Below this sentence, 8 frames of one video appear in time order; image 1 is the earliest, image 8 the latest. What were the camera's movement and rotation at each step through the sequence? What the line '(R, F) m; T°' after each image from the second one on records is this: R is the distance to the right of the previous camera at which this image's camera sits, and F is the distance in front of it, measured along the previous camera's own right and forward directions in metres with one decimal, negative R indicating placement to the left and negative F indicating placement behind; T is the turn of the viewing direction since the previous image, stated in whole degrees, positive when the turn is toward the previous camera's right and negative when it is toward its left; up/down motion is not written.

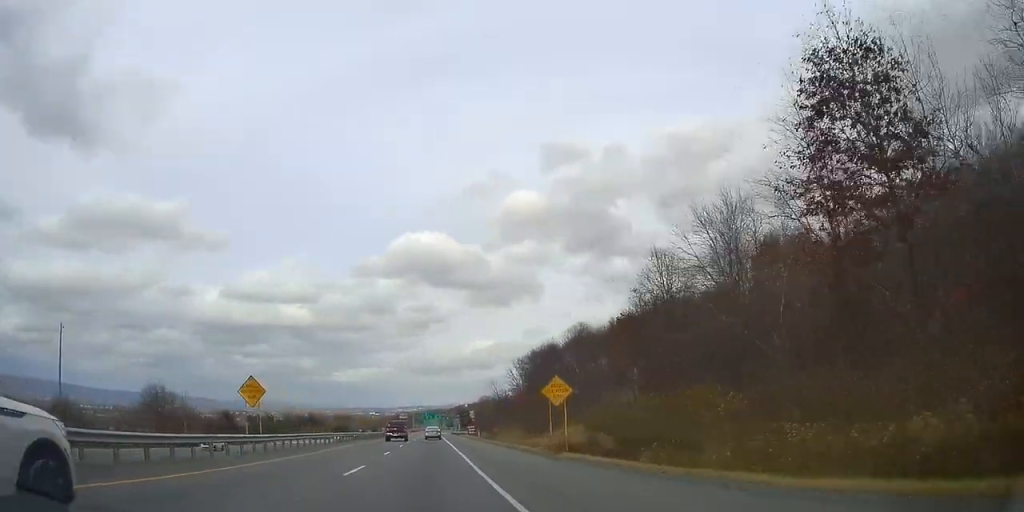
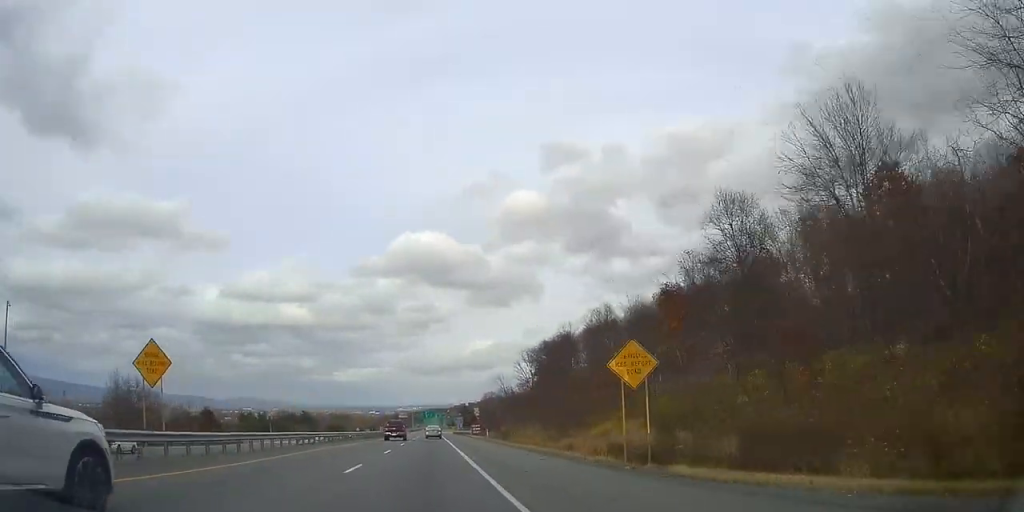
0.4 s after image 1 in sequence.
(+0.1, +11.9) m; 0°
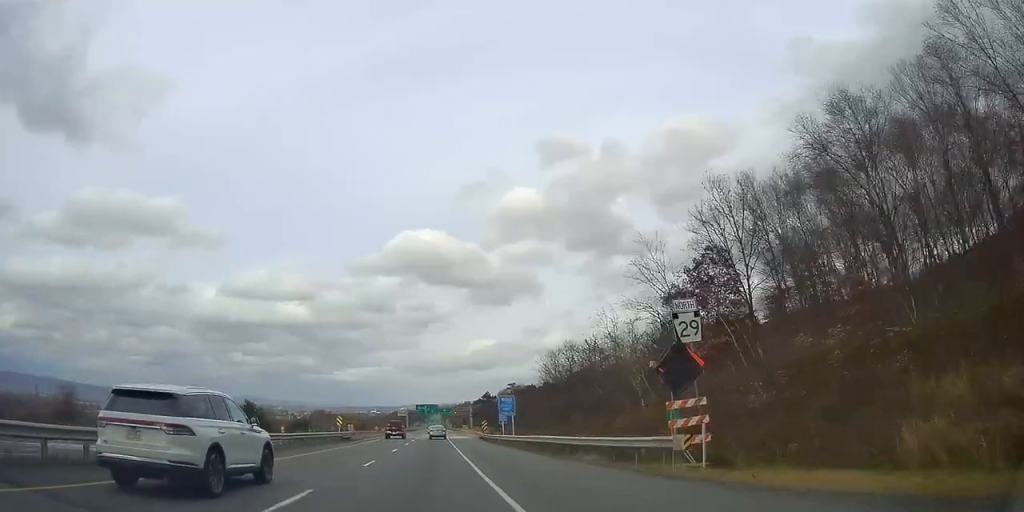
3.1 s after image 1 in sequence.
(-0.5, +81.1) m; 0°
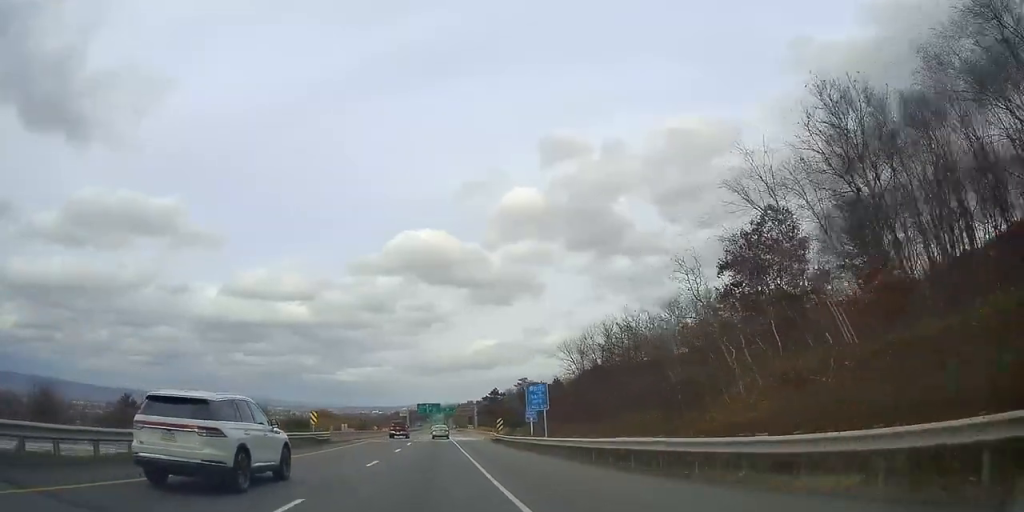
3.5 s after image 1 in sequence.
(0.0, +12.4) m; 0°
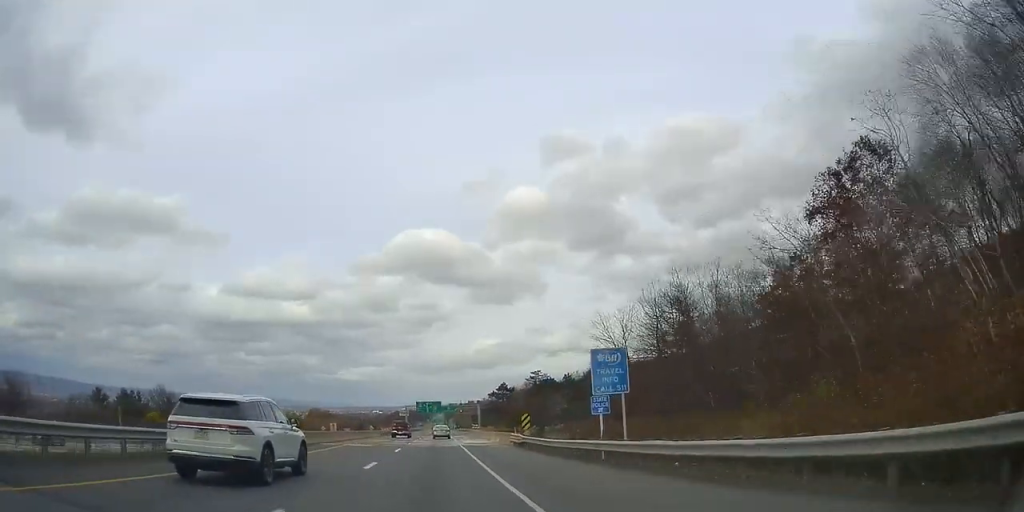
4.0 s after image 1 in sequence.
(0.0, +14.0) m; 0°
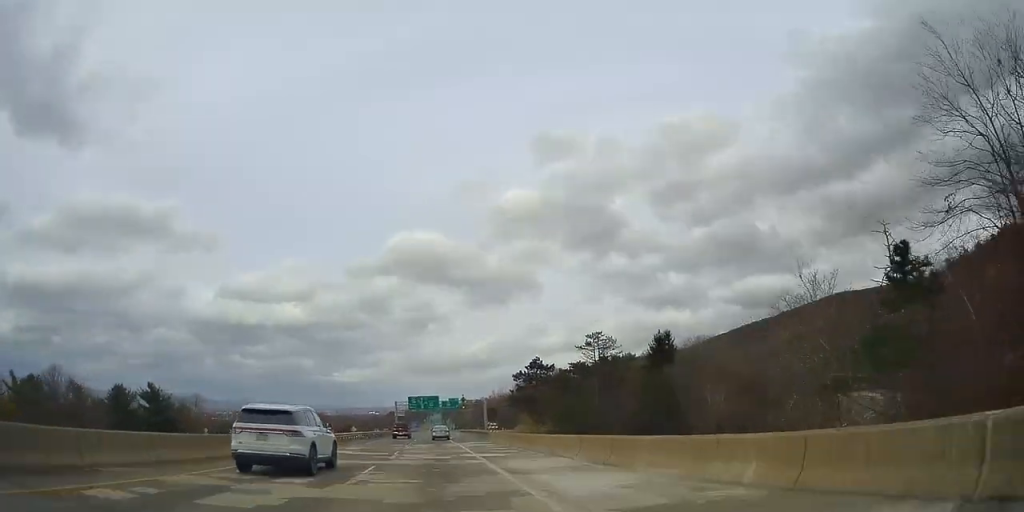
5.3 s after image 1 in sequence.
(+0.1, +38.5) m; 0°
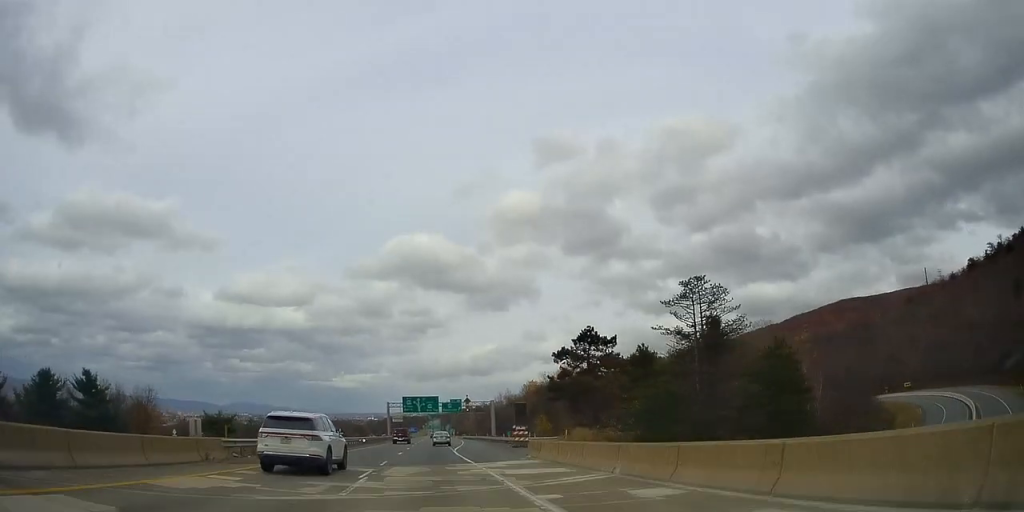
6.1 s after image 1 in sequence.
(-0.2, +24.5) m; -1°
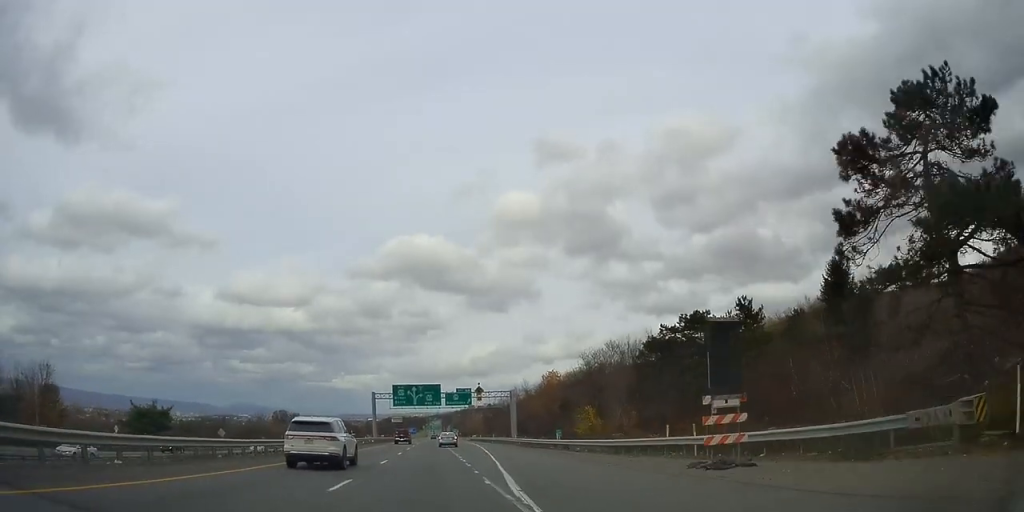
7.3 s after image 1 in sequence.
(-0.2, +35.5) m; 0°
